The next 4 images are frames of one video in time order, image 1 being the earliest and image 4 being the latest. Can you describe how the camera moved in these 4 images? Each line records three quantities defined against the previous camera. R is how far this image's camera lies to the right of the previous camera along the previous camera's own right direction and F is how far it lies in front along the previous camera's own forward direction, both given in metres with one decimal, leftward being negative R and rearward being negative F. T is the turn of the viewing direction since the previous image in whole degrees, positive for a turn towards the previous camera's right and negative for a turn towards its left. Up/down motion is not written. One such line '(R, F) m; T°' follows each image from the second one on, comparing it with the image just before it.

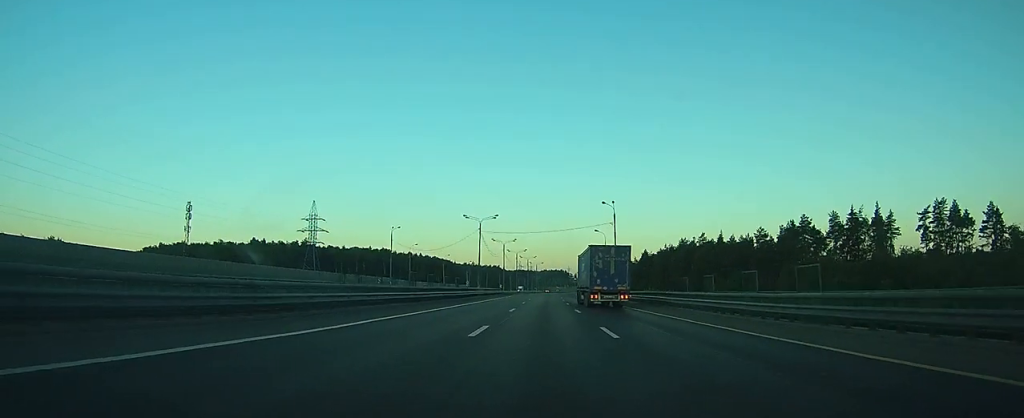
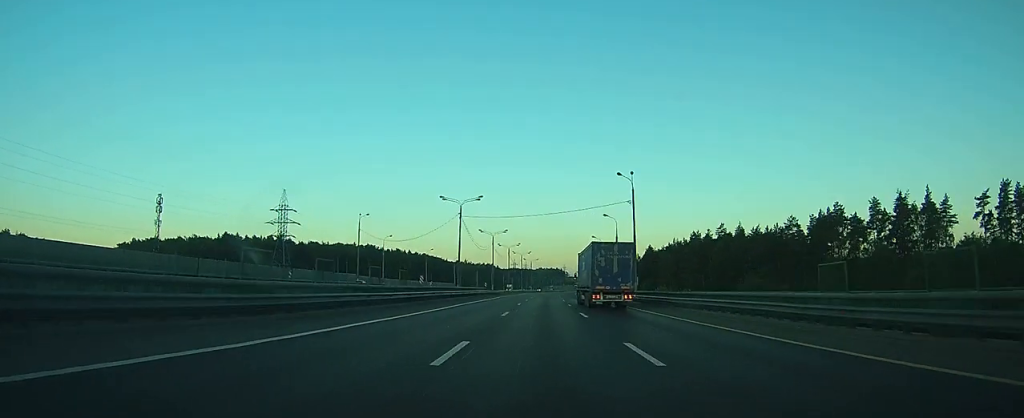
(0.0, +21.3) m; 0°
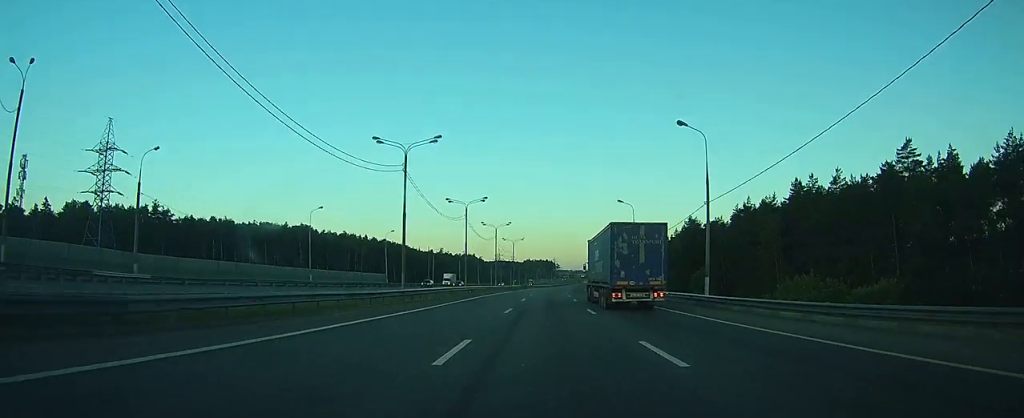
(+0.8, +79.5) m; +1°
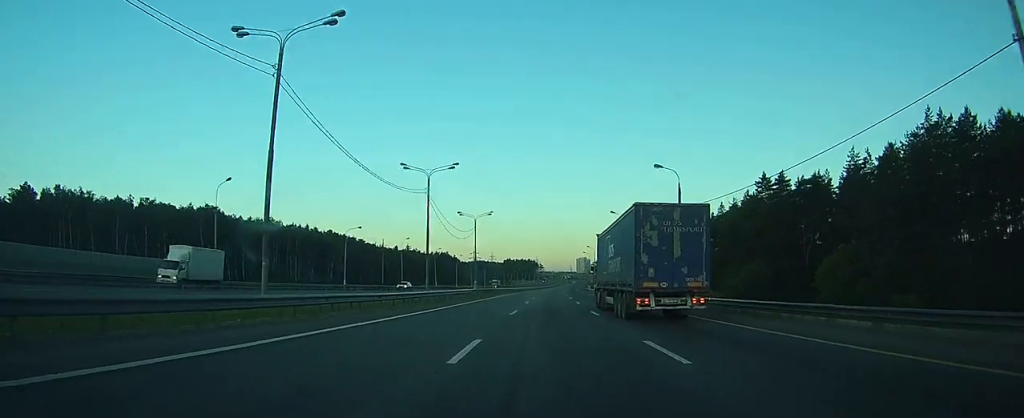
(+0.7, +63.9) m; +1°
